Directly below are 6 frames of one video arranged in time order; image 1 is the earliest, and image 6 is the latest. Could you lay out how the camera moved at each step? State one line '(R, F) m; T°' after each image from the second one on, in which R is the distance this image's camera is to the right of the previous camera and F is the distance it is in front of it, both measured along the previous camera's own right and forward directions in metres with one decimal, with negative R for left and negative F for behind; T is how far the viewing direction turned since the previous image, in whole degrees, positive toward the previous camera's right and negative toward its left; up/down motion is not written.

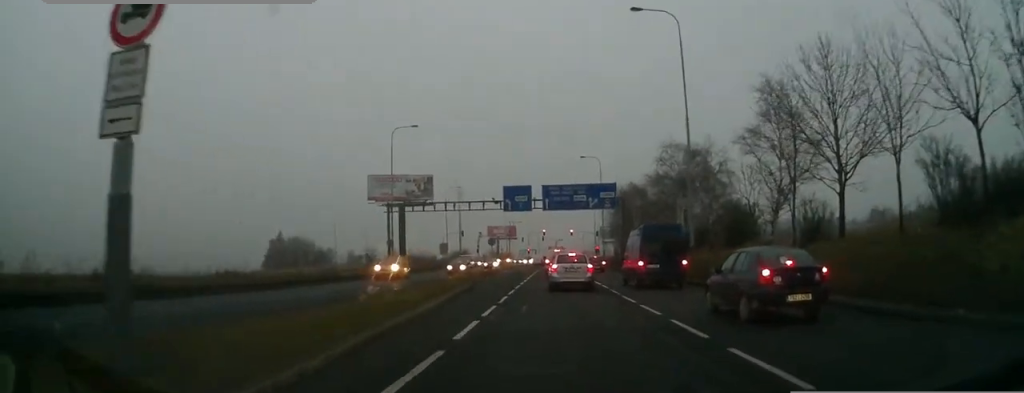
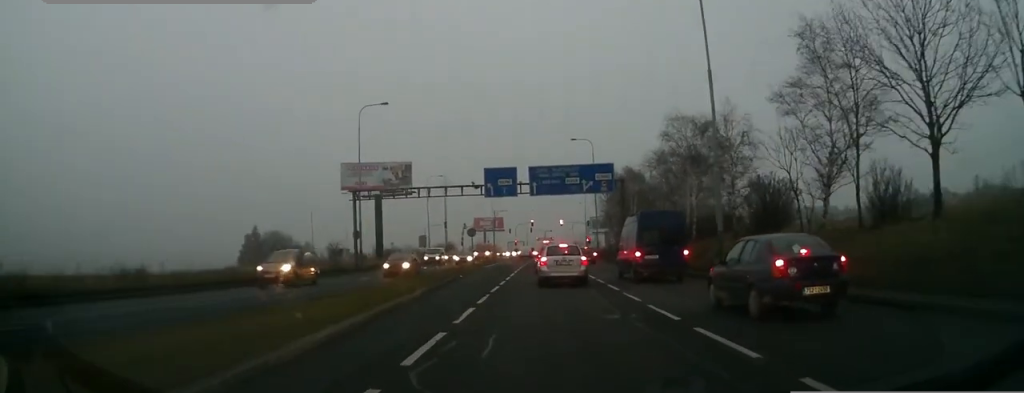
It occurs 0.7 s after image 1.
(0.0, +7.7) m; 0°
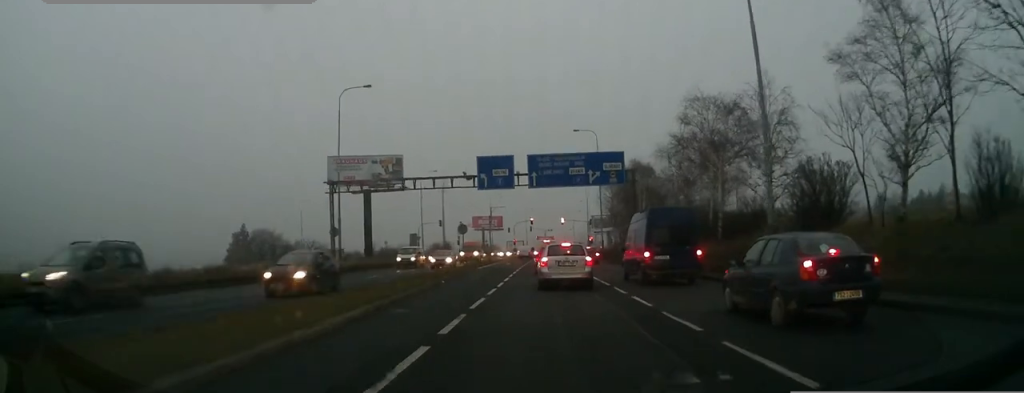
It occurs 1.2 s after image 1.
(0.0, +6.2) m; 0°
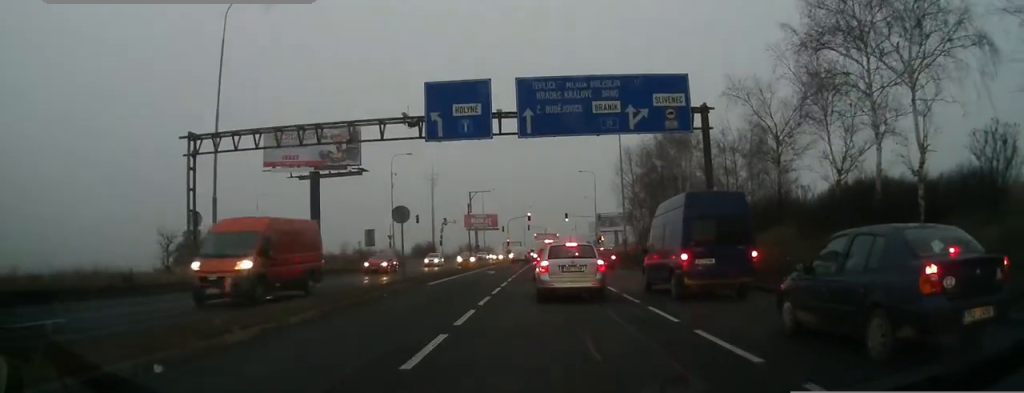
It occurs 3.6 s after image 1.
(0.0, +23.0) m; 0°
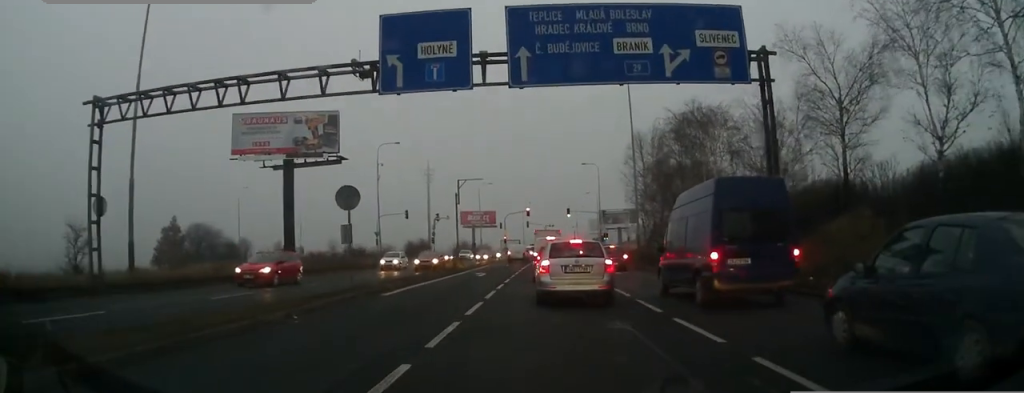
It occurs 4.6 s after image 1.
(0.0, +8.6) m; 0°
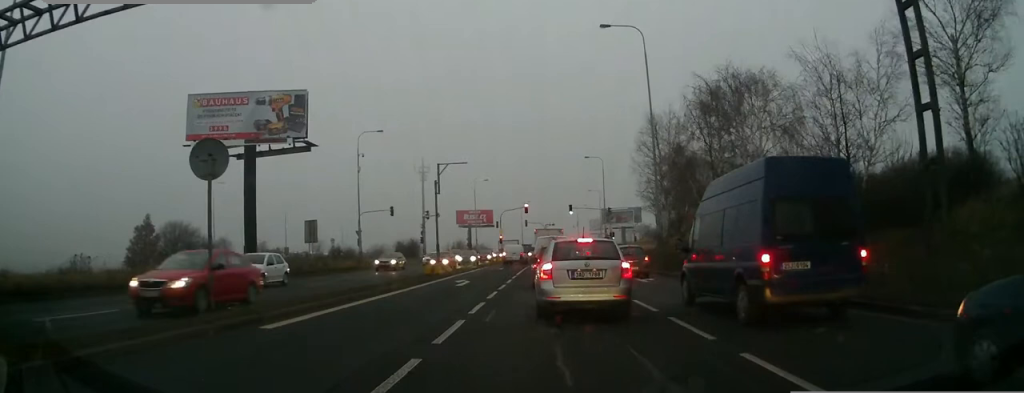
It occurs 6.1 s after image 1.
(0.0, +10.4) m; -2°
